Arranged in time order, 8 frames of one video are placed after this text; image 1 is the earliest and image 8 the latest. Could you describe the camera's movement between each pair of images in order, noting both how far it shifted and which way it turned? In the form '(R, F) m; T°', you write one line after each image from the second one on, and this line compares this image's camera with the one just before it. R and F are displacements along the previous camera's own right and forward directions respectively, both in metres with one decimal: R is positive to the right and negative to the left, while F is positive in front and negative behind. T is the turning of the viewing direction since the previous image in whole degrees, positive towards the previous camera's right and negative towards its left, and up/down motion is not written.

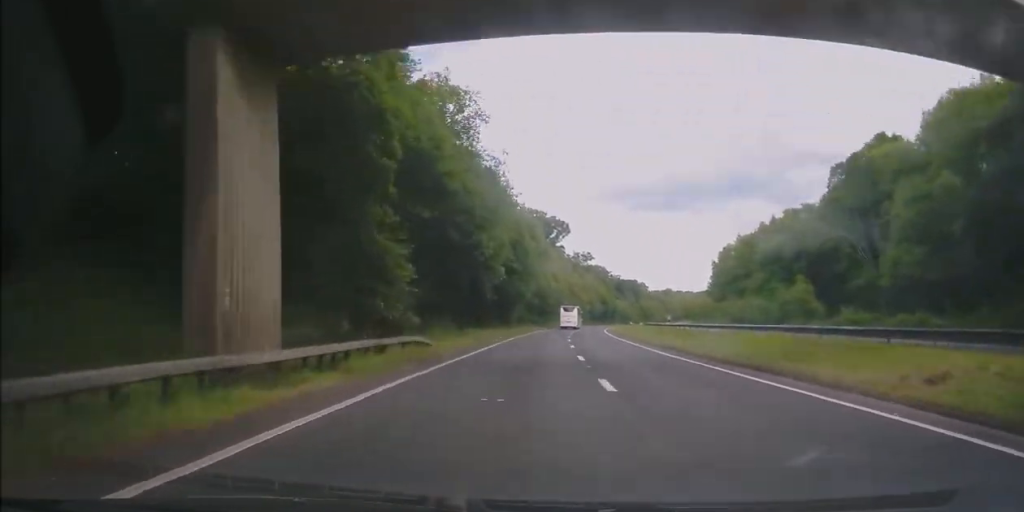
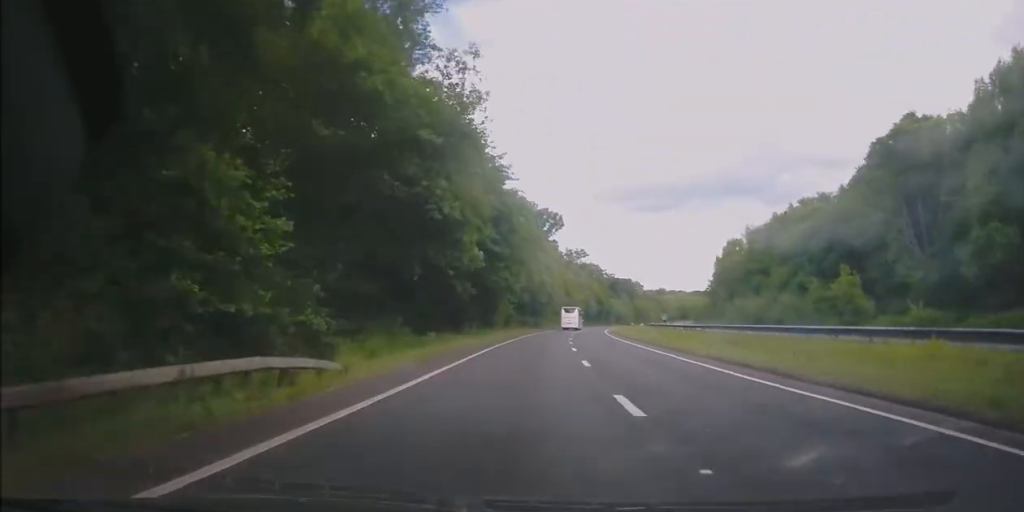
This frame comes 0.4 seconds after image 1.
(+0.1, +11.3) m; +1°
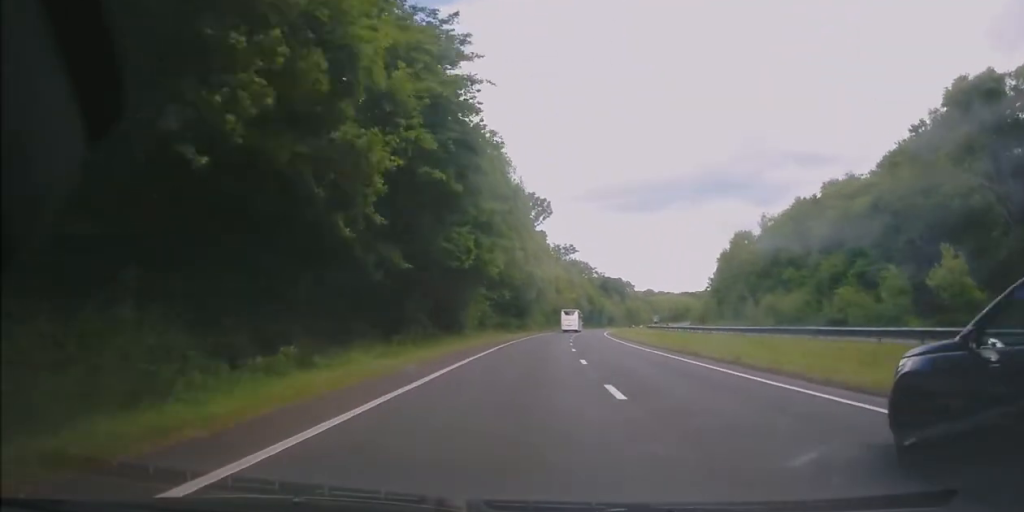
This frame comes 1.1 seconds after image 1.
(-0.2, +16.5) m; +2°
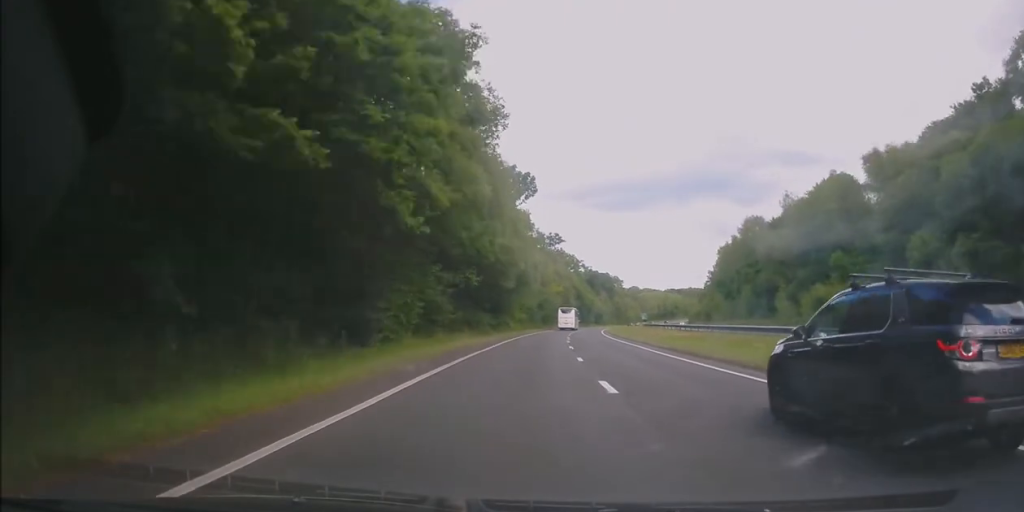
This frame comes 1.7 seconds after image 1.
(+0.5, +17.5) m; +2°
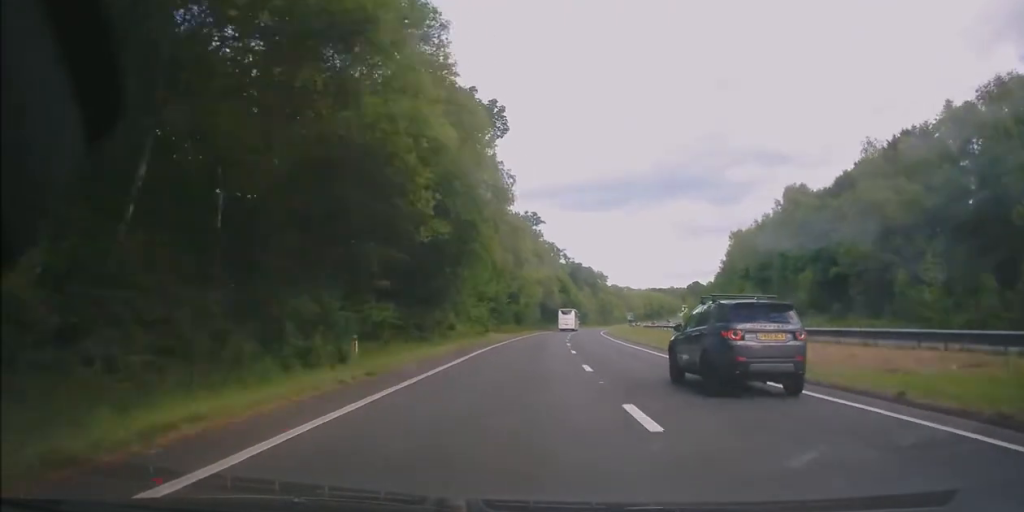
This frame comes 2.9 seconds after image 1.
(+0.9, +31.5) m; +3°
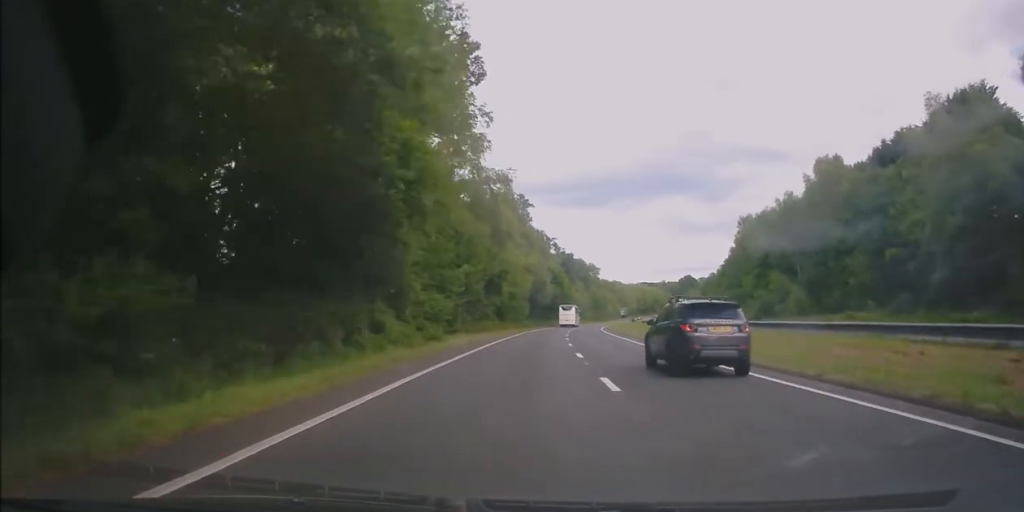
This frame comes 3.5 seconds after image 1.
(+0.1, +14.8) m; +1°
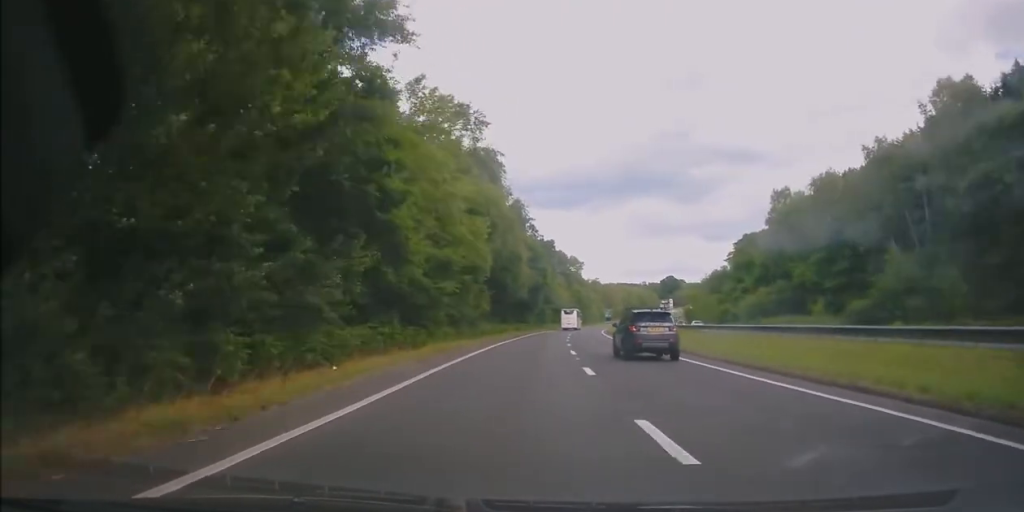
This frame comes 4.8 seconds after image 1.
(+1.0, +33.0) m; +2°
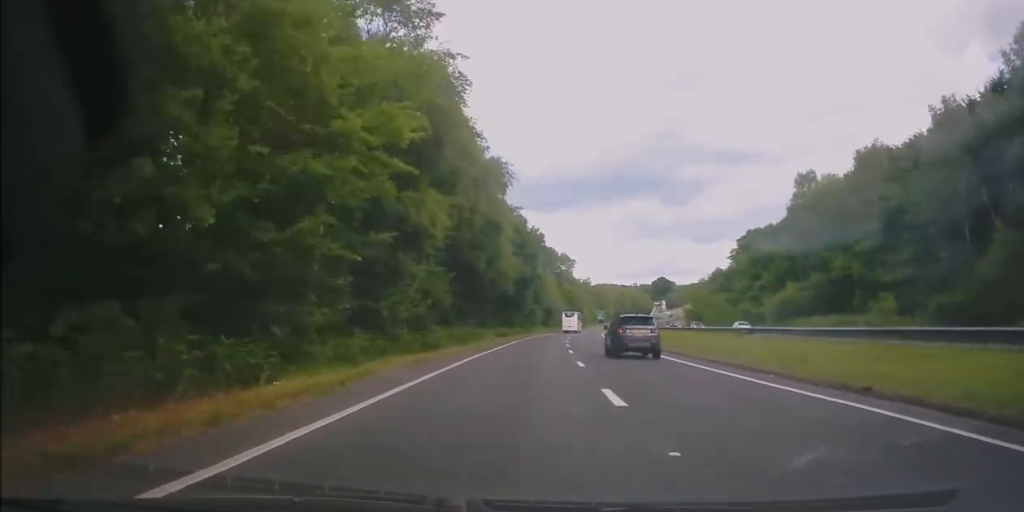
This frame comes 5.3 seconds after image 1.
(-0.1, +14.7) m; +1°
